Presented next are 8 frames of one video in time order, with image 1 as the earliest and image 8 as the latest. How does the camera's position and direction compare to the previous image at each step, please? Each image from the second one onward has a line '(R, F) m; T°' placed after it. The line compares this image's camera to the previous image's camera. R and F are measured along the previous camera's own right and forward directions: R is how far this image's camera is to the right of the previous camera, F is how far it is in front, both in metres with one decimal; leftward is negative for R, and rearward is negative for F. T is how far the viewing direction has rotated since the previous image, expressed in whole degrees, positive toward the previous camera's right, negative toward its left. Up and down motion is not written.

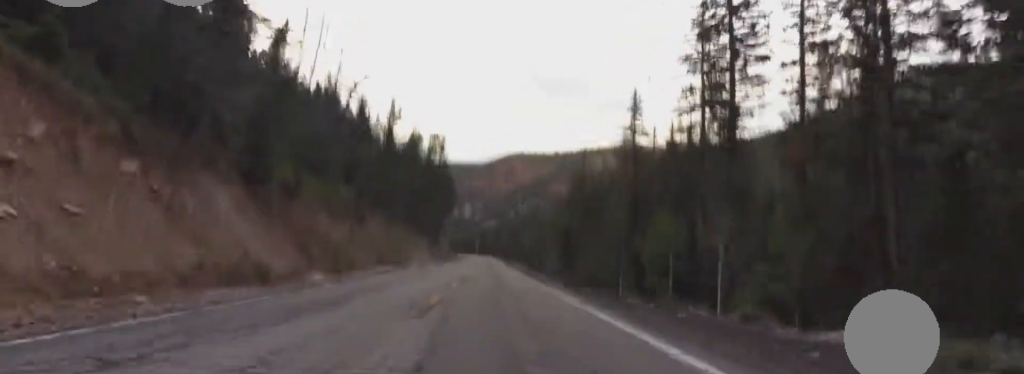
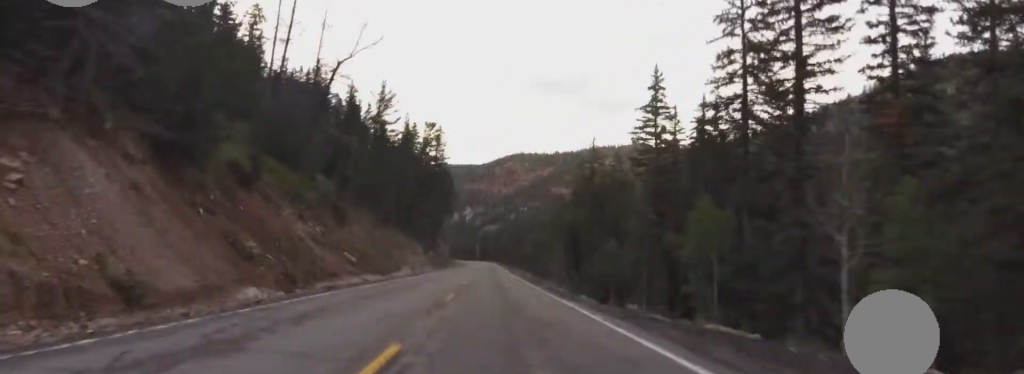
(-0.4, +8.6) m; -1°
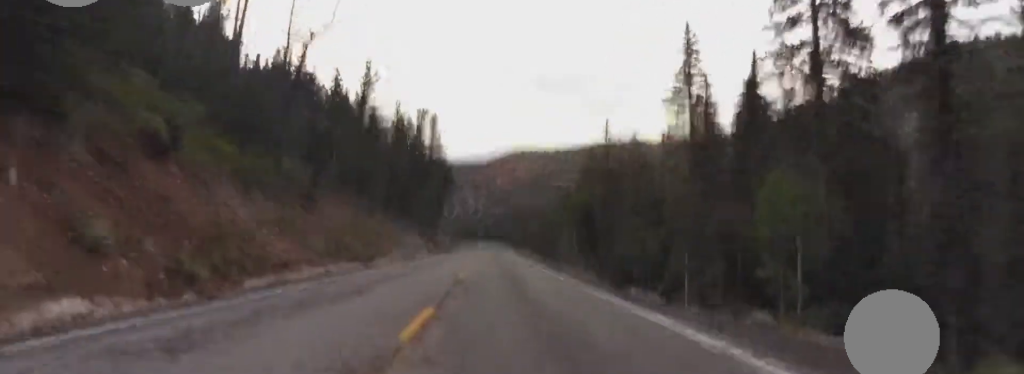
(-0.8, +9.8) m; -1°
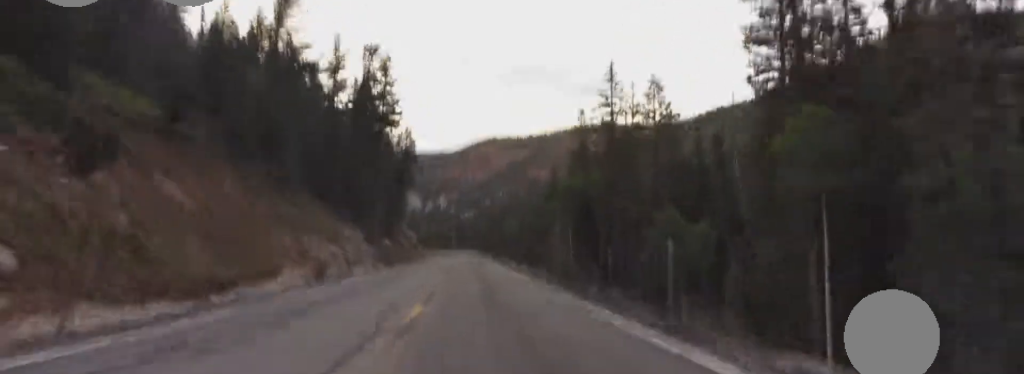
(+1.0, +20.2) m; +3°
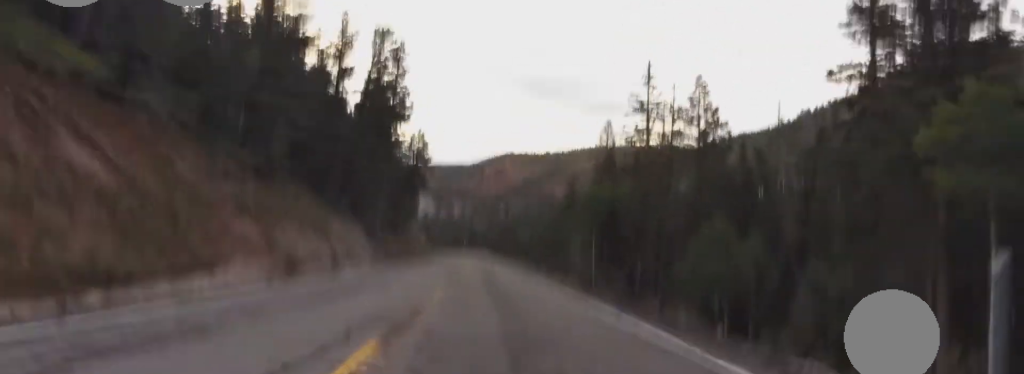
(0.0, +6.9) m; 0°
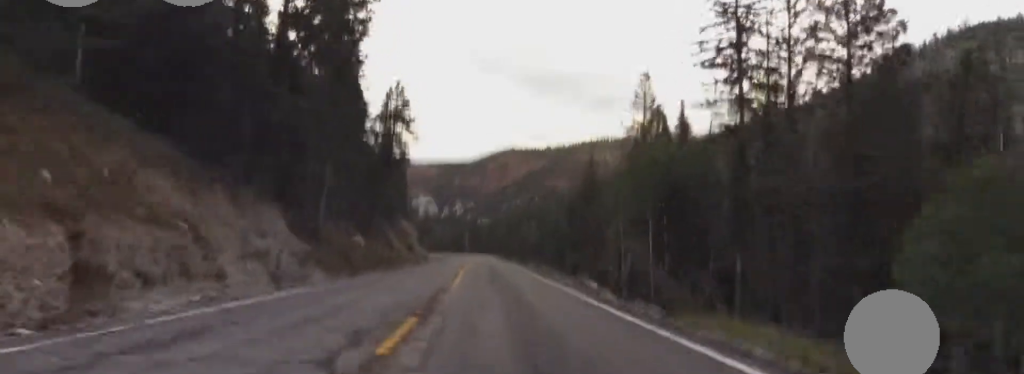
(-0.2, +20.7) m; -3°
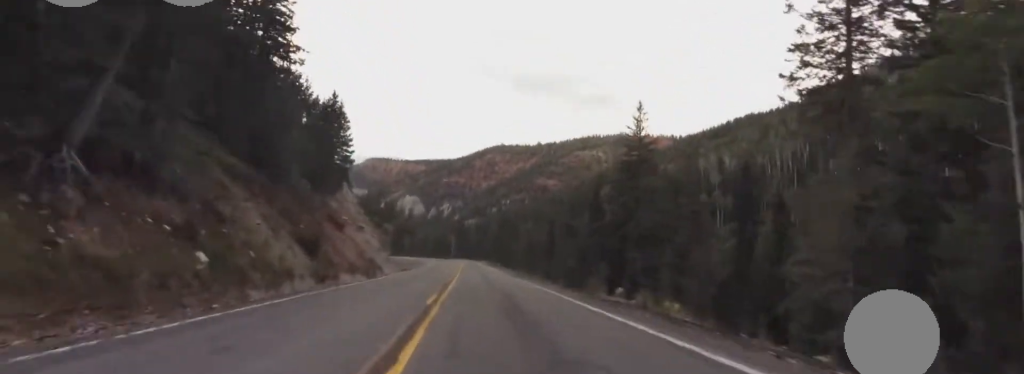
(-1.7, +40.4) m; 0°
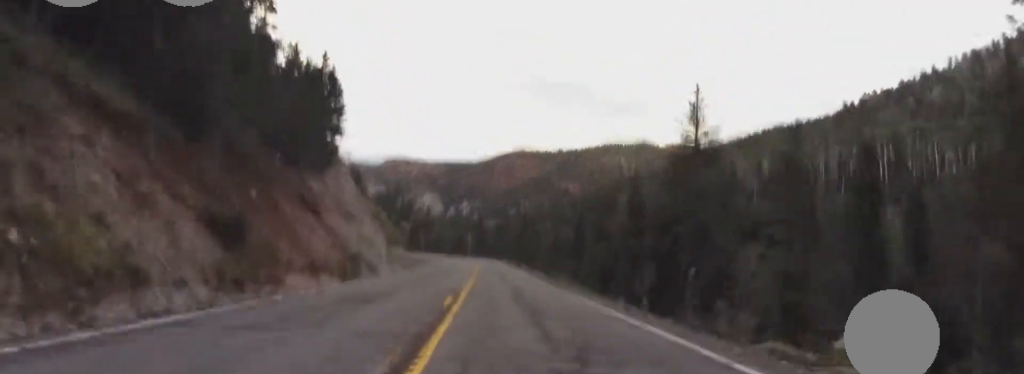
(+0.4, +12.9) m; +3°
